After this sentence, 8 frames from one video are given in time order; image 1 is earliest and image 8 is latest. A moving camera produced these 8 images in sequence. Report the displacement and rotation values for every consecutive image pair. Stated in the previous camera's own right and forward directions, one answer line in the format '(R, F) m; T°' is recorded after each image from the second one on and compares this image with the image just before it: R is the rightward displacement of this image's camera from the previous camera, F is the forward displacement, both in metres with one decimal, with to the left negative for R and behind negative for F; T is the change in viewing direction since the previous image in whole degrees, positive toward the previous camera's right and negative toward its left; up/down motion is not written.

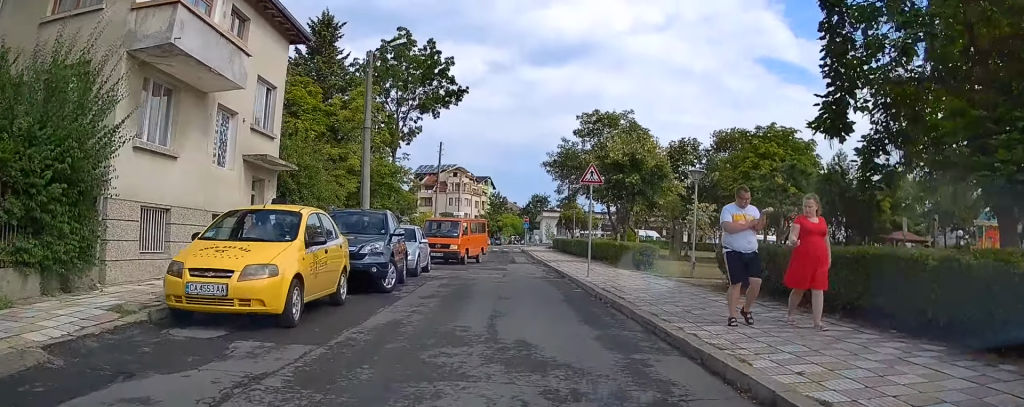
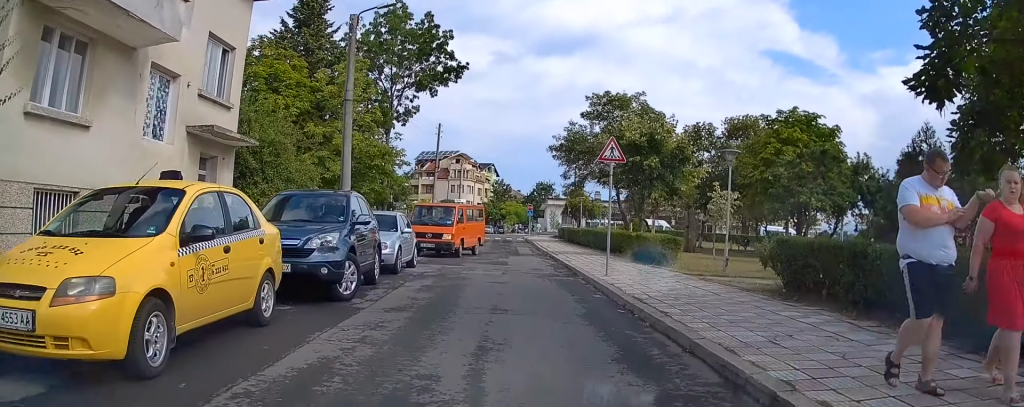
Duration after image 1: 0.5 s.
(0.0, +3.6) m; 0°
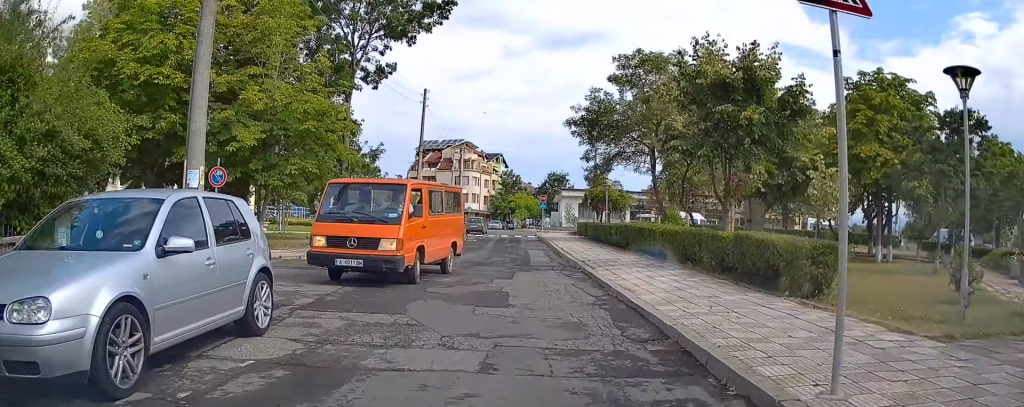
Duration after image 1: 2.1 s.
(-0.2, +11.0) m; -2°
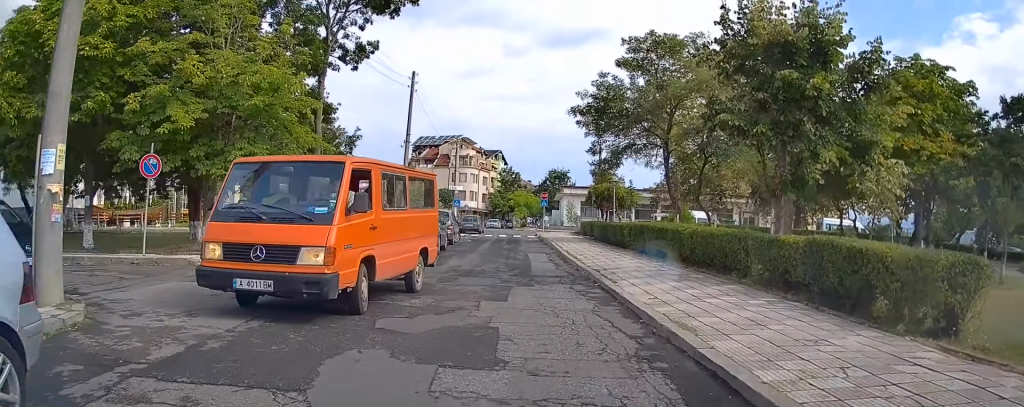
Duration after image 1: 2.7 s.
(0.0, +3.8) m; -1°
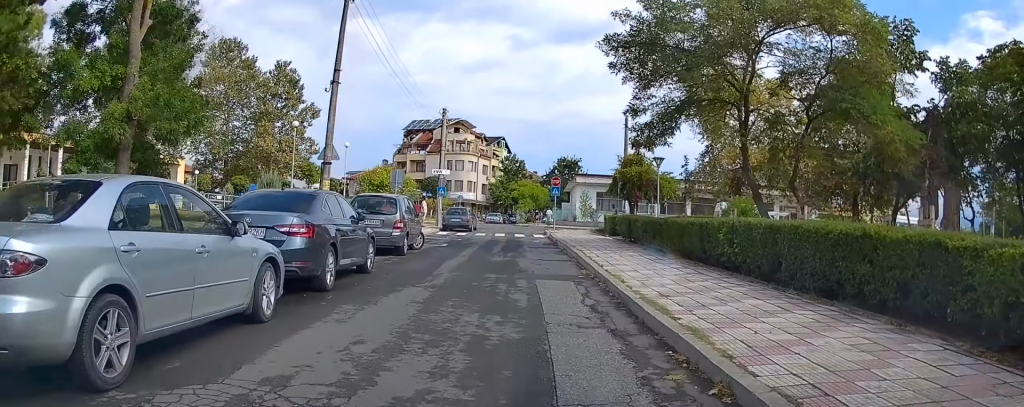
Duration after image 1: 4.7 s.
(0.0, +12.2) m; +1°
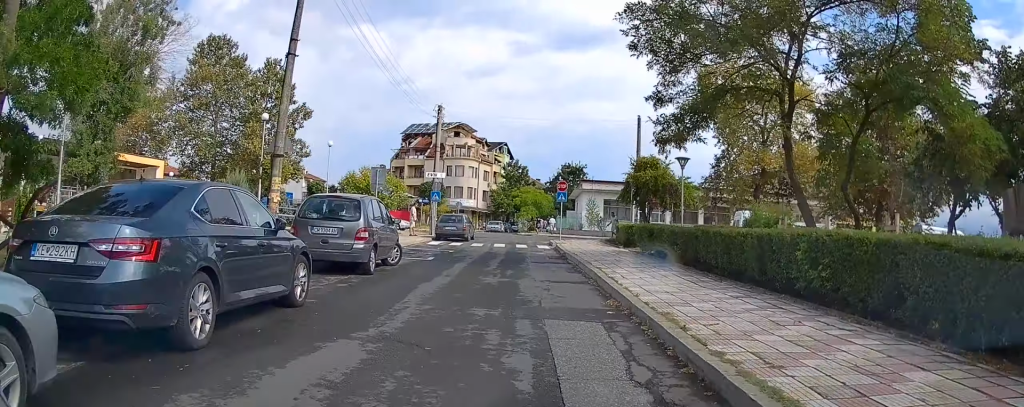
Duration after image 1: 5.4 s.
(+0.1, +3.8) m; -1°
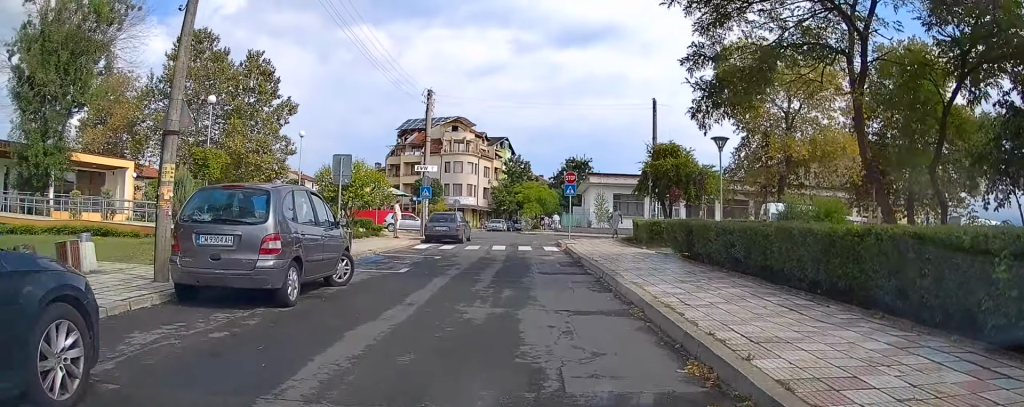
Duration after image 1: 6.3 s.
(-0.2, +4.2) m; 0°
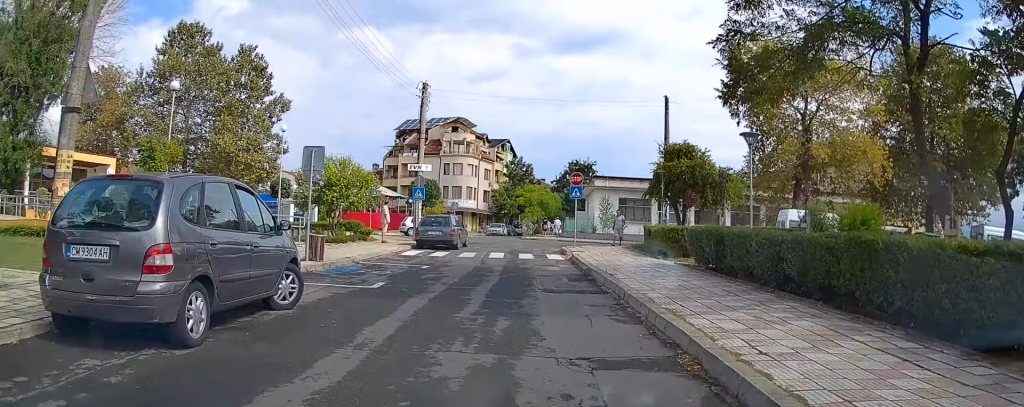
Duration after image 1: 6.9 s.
(0.0, +2.3) m; +2°
